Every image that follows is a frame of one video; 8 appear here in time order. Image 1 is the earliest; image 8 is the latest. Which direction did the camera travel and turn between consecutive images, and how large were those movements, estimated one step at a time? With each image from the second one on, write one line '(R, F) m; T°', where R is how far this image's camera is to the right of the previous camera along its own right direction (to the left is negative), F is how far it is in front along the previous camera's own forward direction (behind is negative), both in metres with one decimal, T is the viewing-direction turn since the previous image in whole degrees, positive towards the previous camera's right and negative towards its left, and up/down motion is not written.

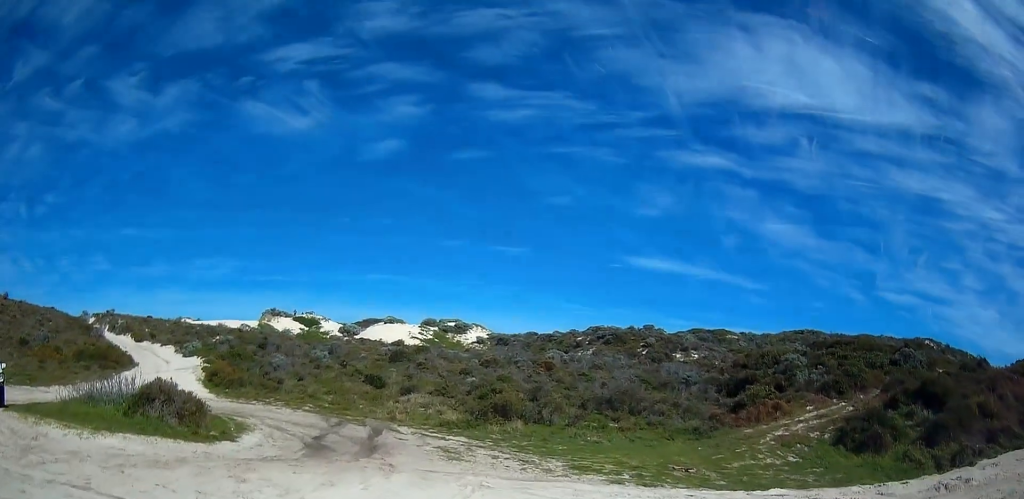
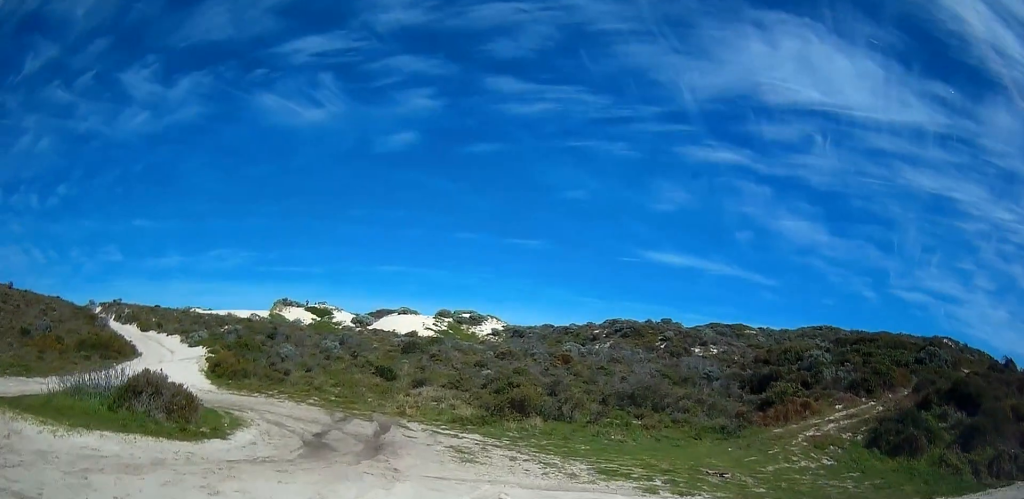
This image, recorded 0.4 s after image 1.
(-0.2, +1.5) m; 0°
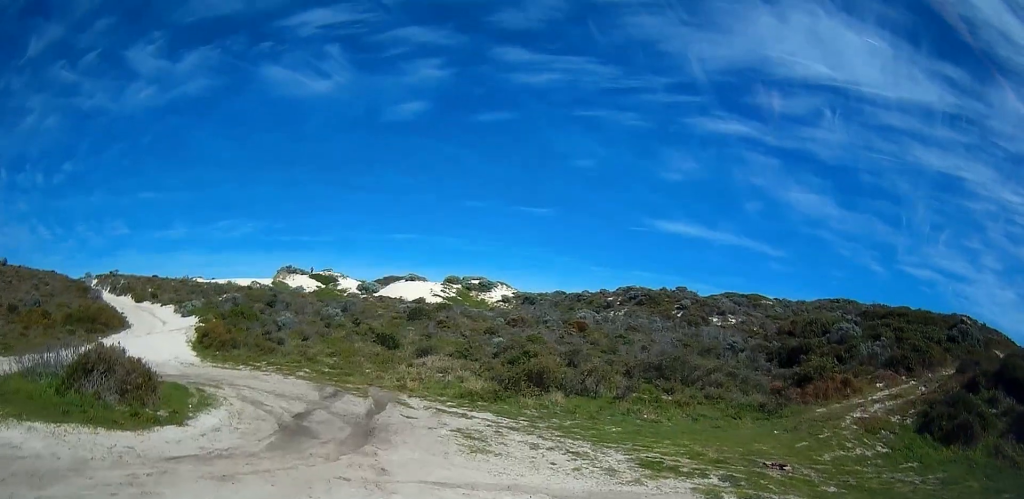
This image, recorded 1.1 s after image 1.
(0.0, +2.8) m; -3°
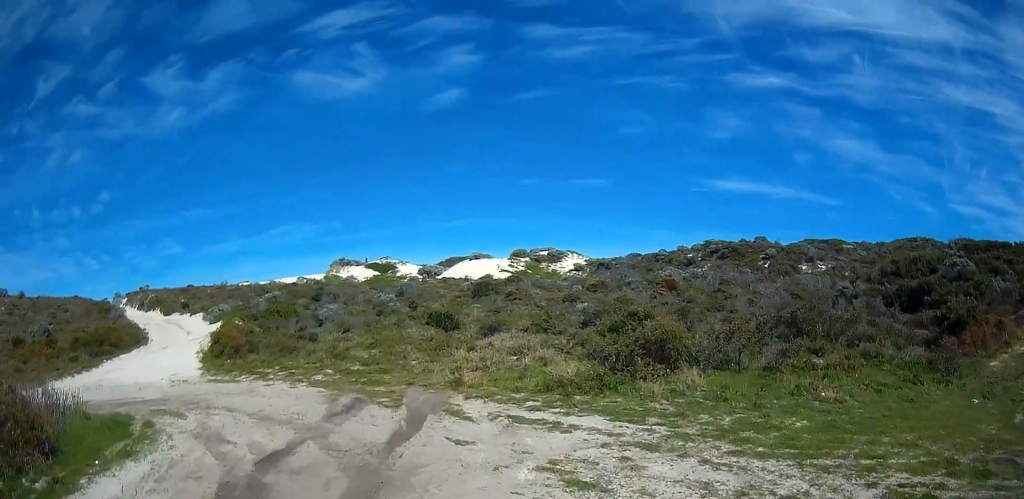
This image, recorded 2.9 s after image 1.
(-0.7, +6.6) m; -7°
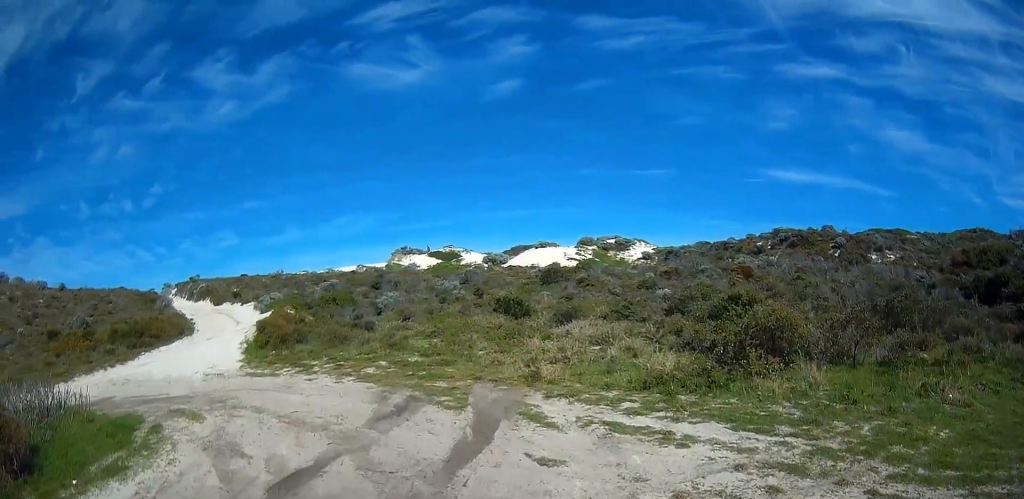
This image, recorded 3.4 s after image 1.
(+0.4, +2.2) m; -2°
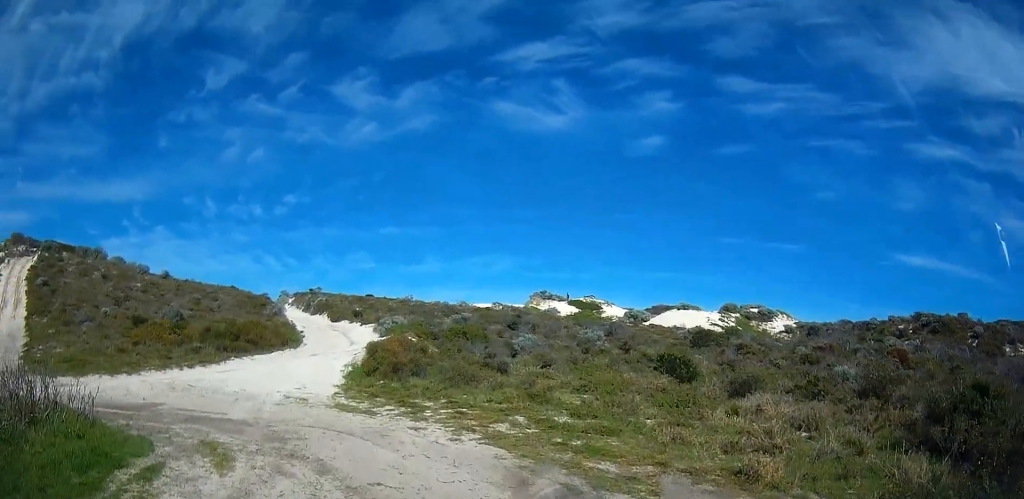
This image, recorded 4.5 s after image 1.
(-0.4, +4.0) m; -18°
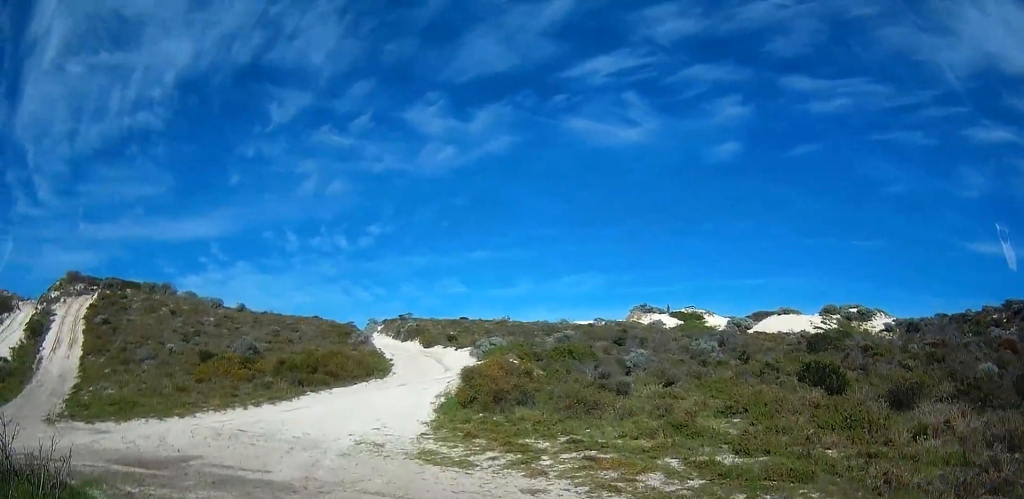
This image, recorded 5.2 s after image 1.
(-0.5, +3.1) m; -13°
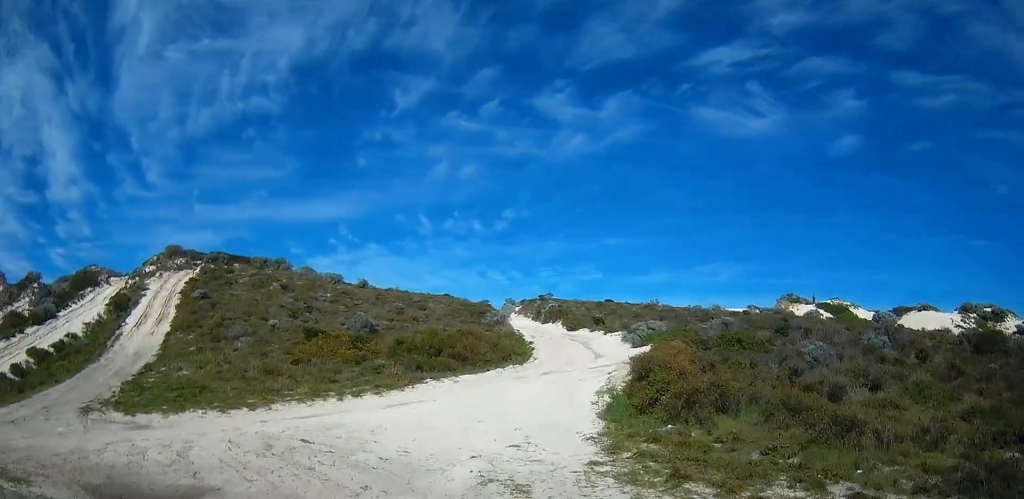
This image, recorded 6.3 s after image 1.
(-0.5, +4.5) m; -8°
